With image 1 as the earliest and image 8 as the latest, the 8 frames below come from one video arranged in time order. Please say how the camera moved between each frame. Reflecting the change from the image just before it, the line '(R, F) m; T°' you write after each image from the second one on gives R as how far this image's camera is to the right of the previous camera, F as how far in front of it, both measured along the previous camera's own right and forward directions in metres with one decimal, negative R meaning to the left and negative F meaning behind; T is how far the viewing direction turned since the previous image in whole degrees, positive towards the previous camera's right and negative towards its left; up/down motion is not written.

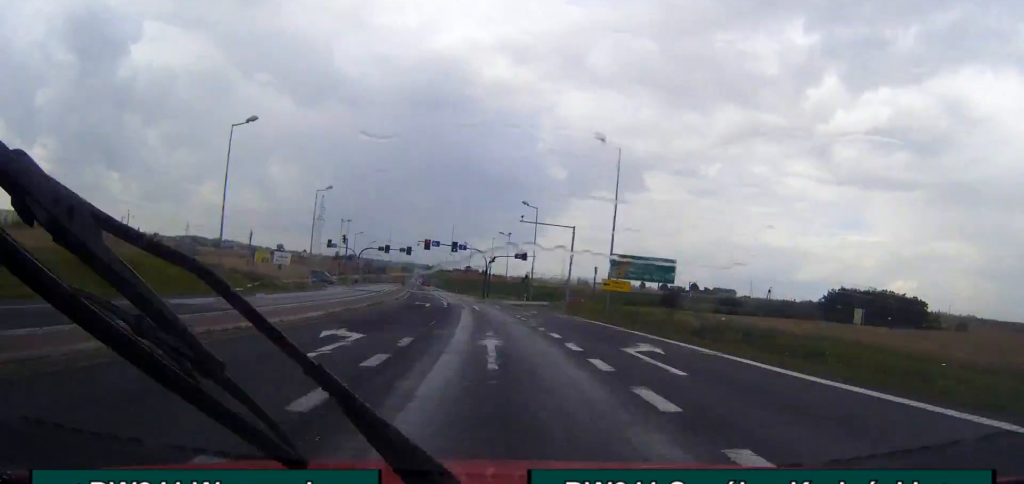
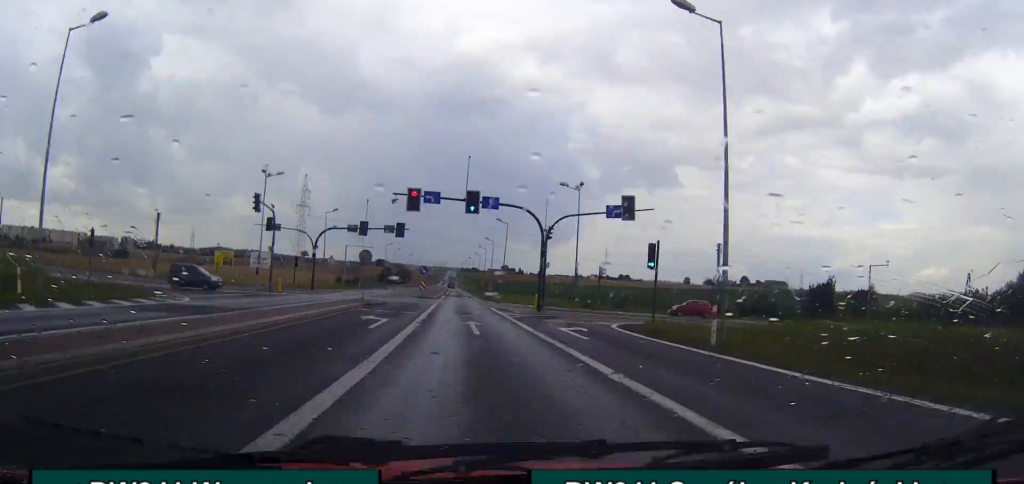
(-1.5, +53.1) m; -2°
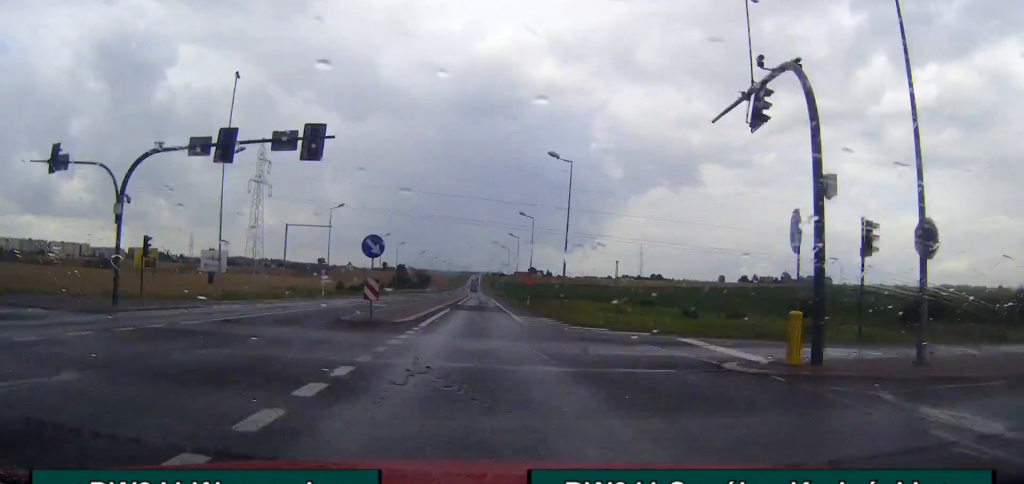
(-0.6, +47.5) m; -1°
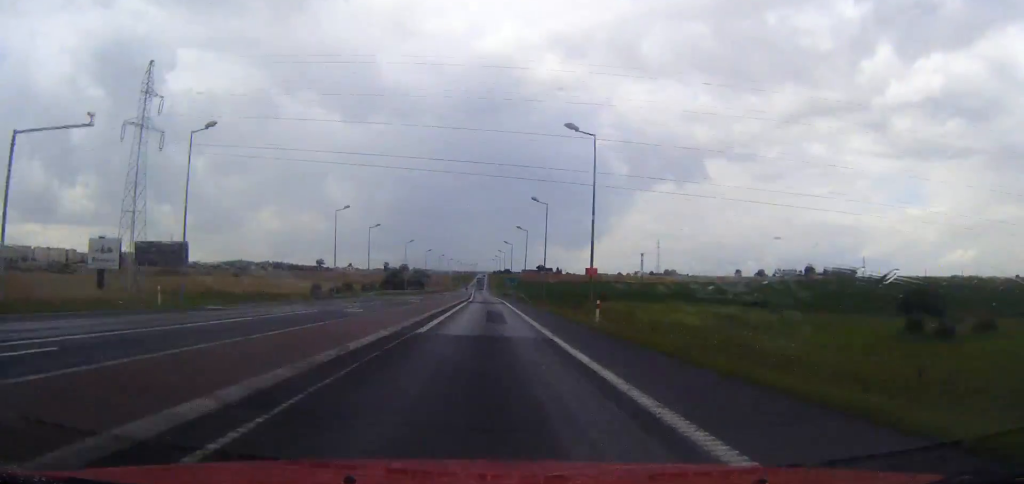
(-0.2, +42.8) m; 0°
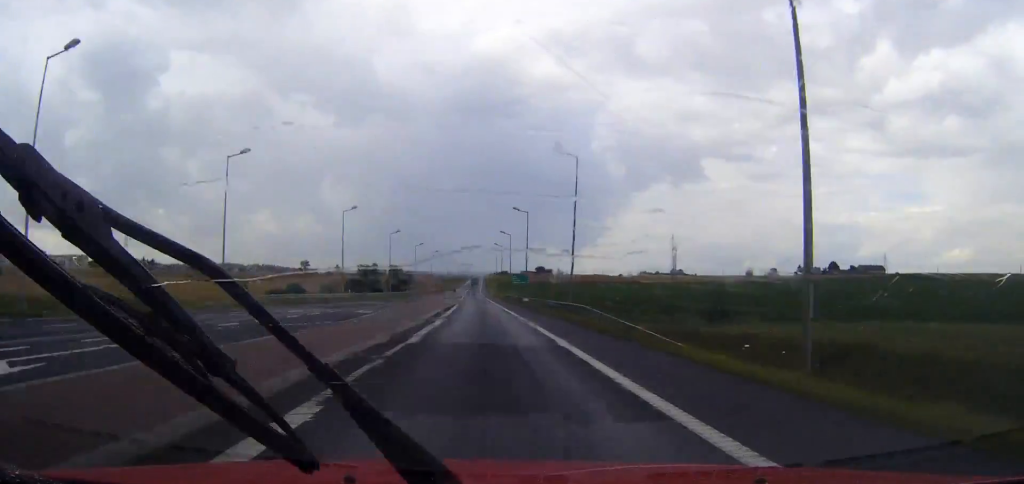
(0.0, +58.5) m; 0°
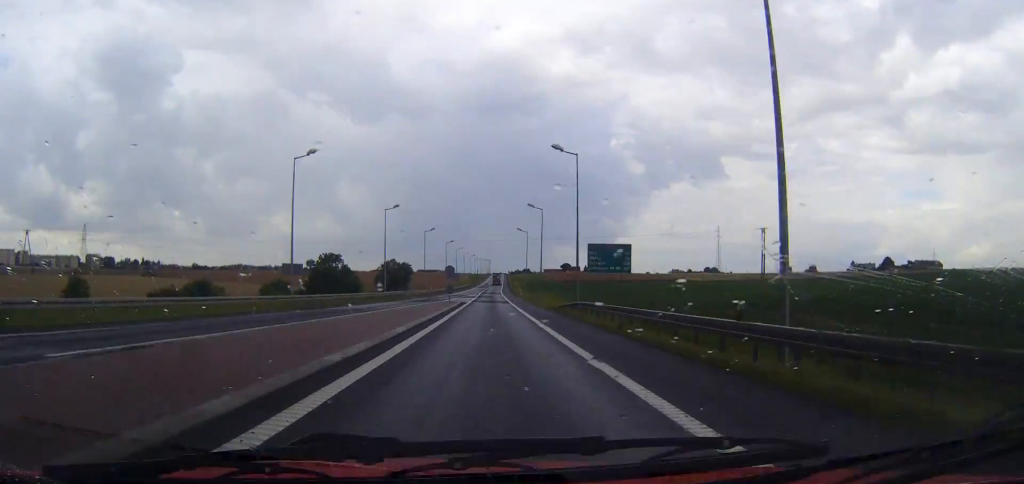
(-0.5, +63.7) m; 0°
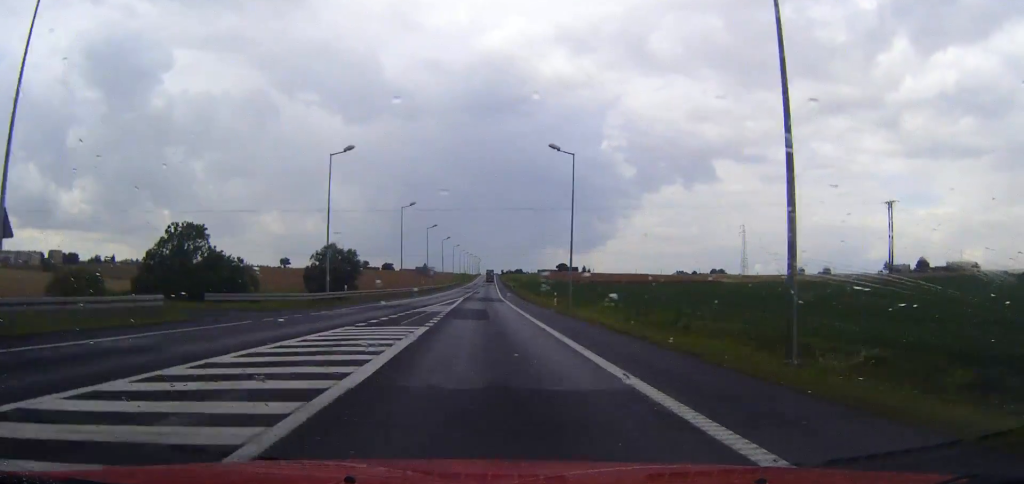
(+0.2, +63.6) m; 0°
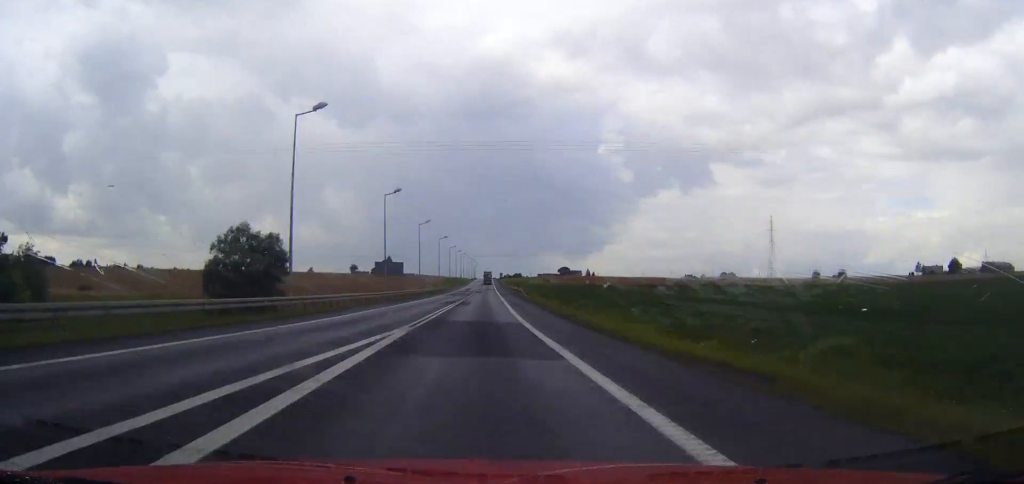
(+0.1, +44.8) m; 0°
